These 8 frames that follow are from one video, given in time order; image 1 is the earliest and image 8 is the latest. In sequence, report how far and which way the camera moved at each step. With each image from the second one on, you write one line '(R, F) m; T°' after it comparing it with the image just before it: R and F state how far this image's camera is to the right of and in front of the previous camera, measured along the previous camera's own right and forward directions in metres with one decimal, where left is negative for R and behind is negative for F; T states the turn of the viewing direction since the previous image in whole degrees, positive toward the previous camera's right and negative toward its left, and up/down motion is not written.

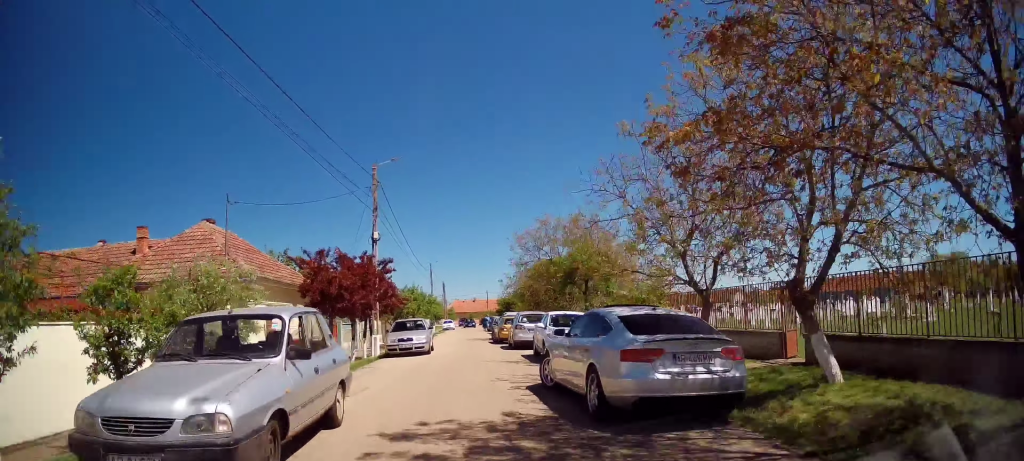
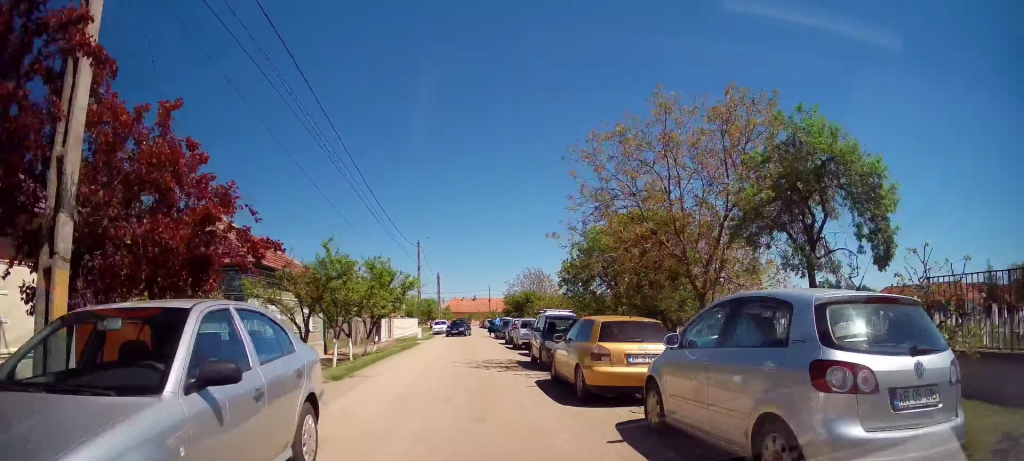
(-0.9, +19.2) m; 0°
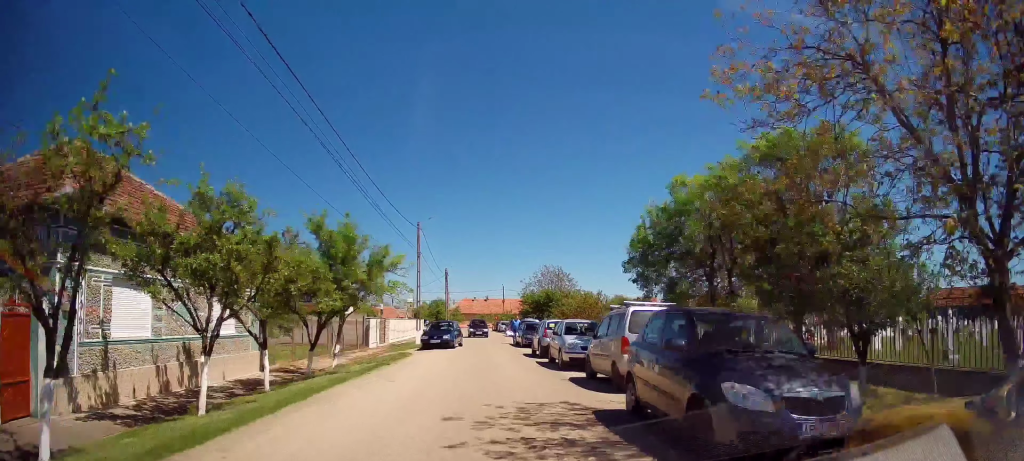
(-0.2, +9.4) m; -1°
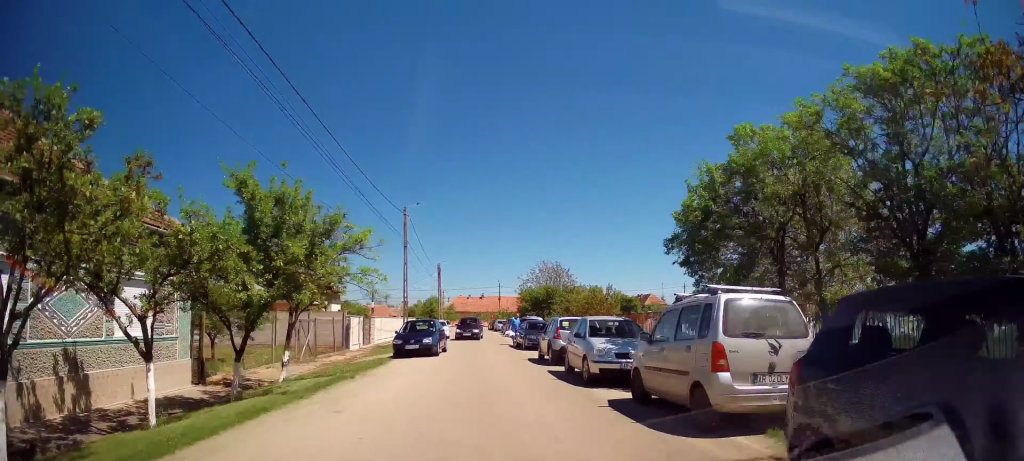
(-0.1, +4.3) m; +2°
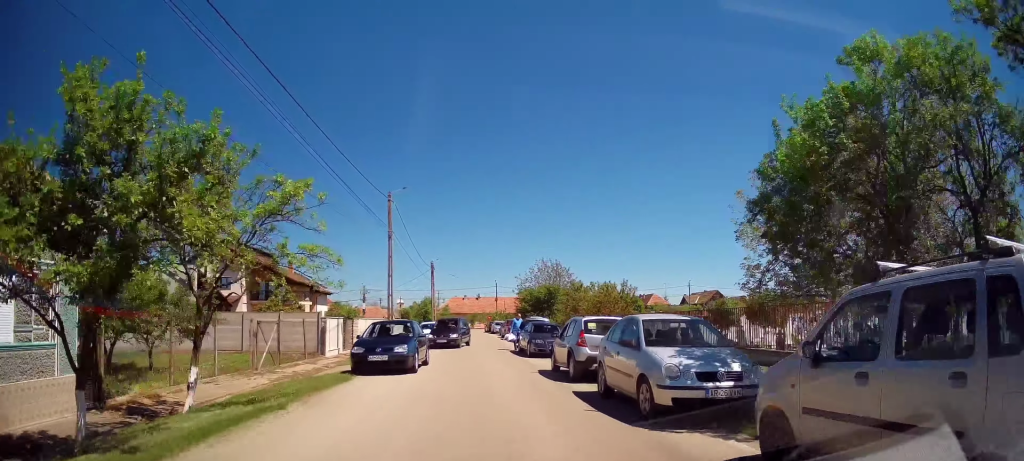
(+0.3, +4.6) m; 0°
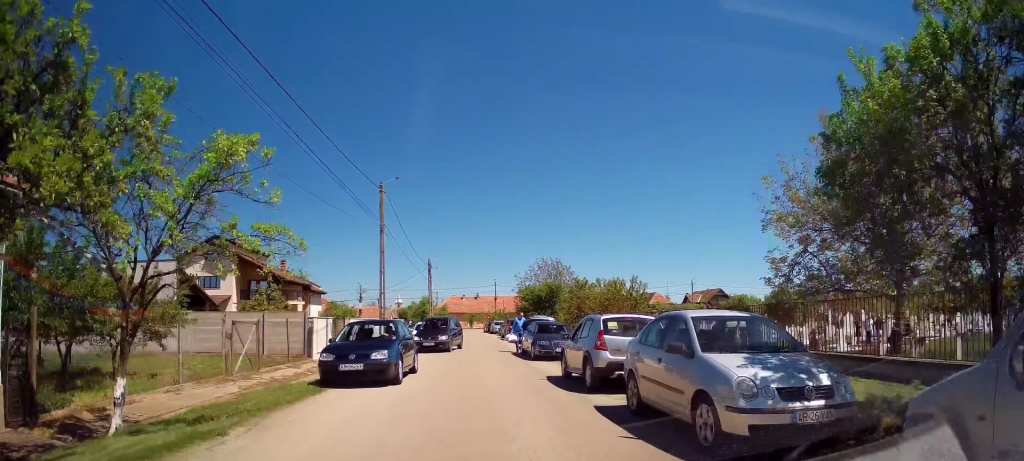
(0.0, +2.2) m; -1°
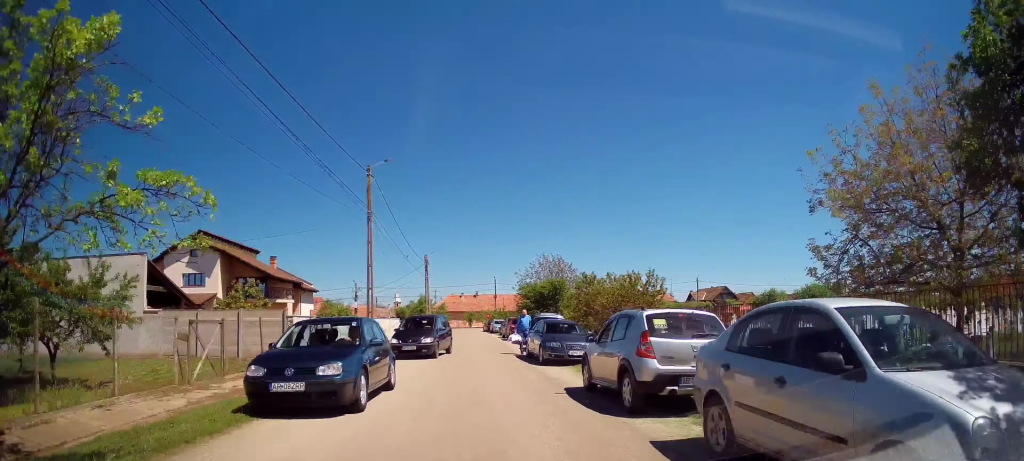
(-0.1, +3.0) m; -2°
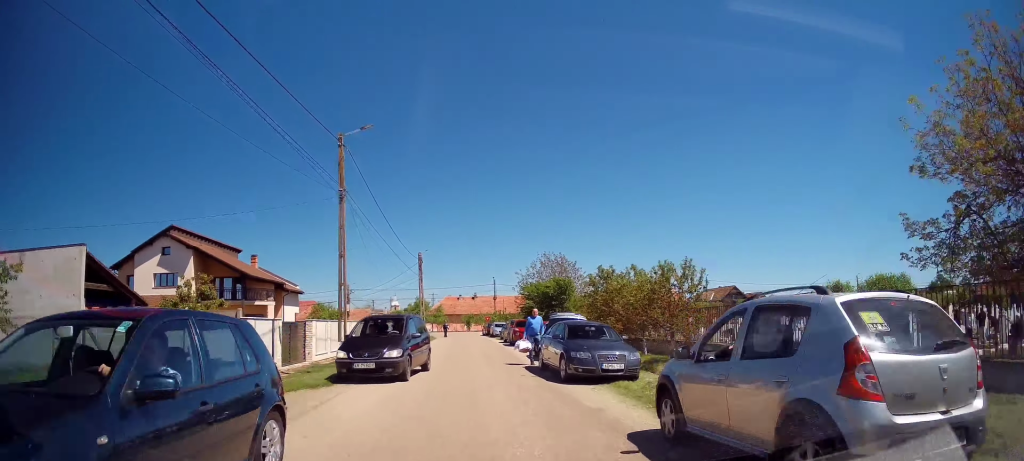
(-0.1, +4.9) m; +2°
